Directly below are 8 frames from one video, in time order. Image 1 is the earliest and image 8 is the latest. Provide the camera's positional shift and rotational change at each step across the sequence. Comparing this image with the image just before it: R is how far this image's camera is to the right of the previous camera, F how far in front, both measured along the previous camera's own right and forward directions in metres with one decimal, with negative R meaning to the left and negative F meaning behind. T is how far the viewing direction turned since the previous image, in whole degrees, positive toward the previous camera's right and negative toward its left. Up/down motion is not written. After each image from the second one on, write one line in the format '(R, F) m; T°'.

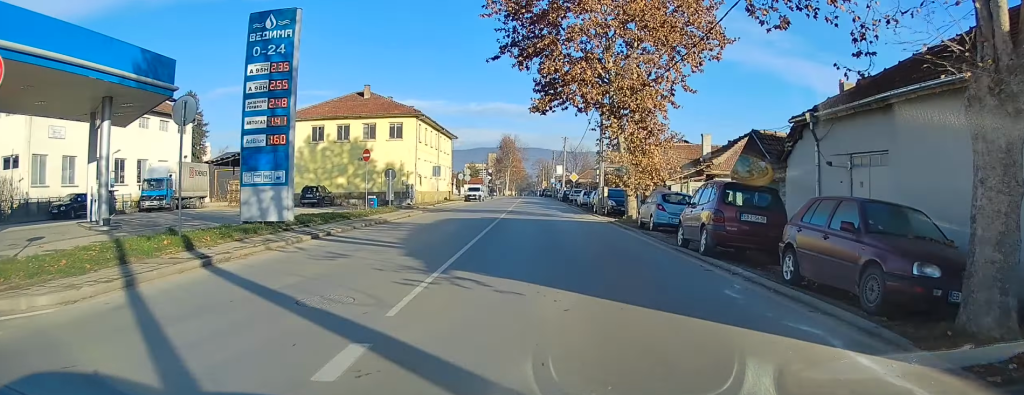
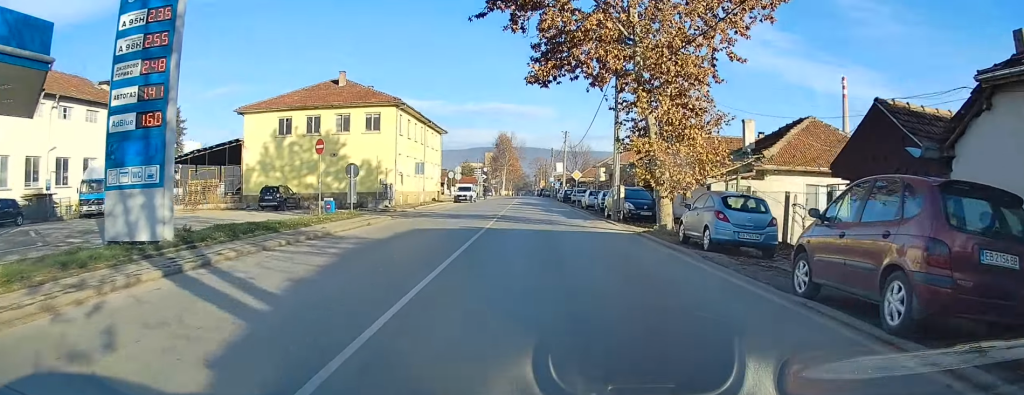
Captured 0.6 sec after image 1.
(0.0, +7.3) m; 0°
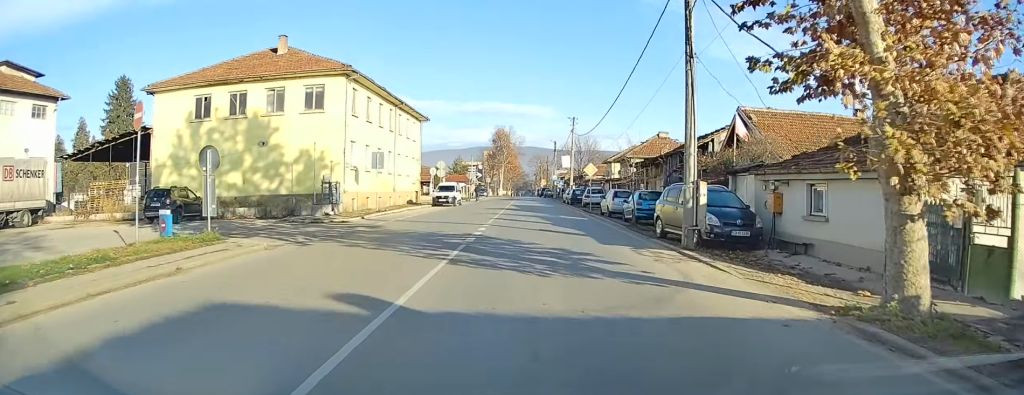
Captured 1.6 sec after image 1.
(-0.1, +13.1) m; 0°
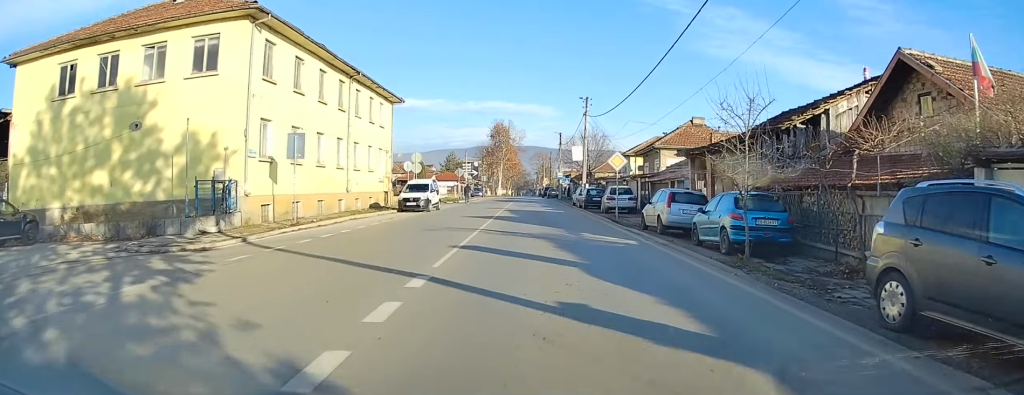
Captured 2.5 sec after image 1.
(0.0, +12.7) m; +1°
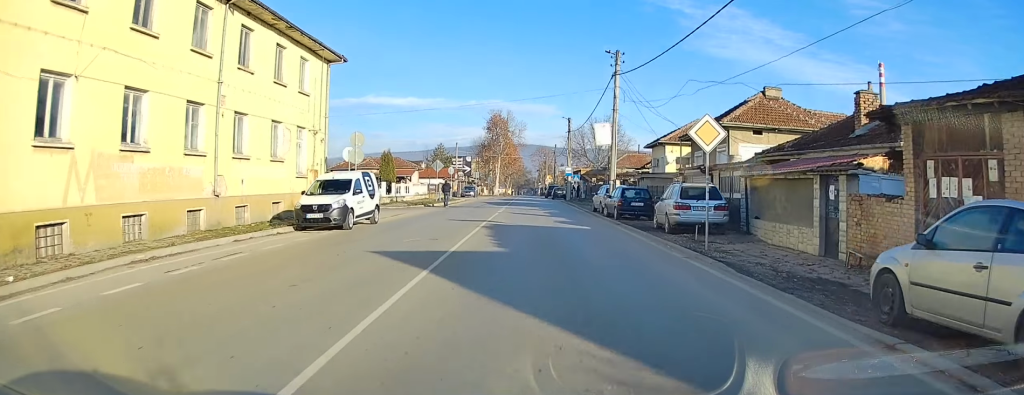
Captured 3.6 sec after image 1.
(+0.1, +15.8) m; 0°
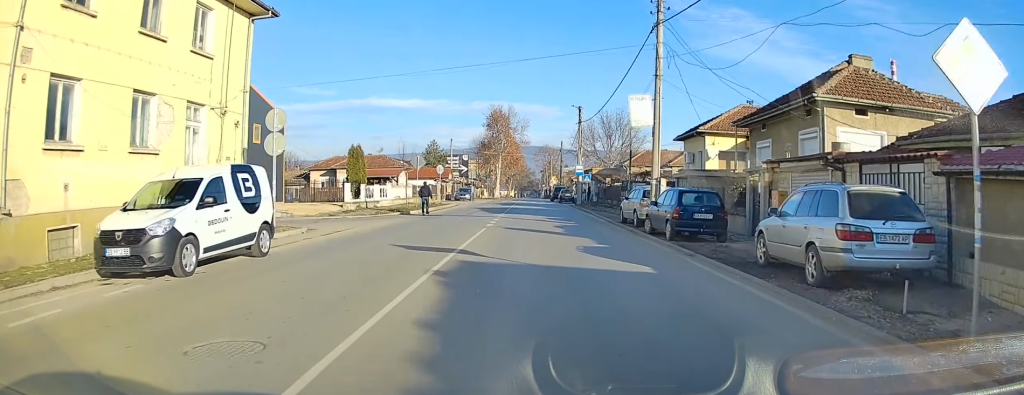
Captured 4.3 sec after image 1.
(-0.1, +9.8) m; -1°
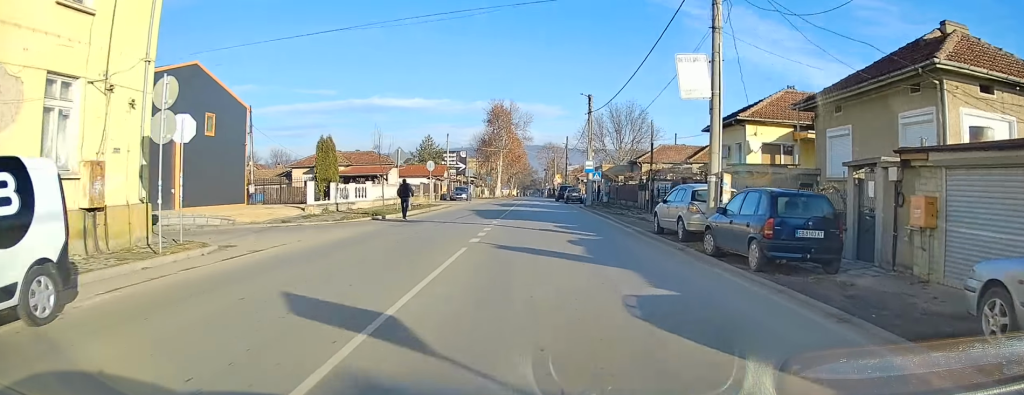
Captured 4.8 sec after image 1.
(0.0, +6.6) m; 0°
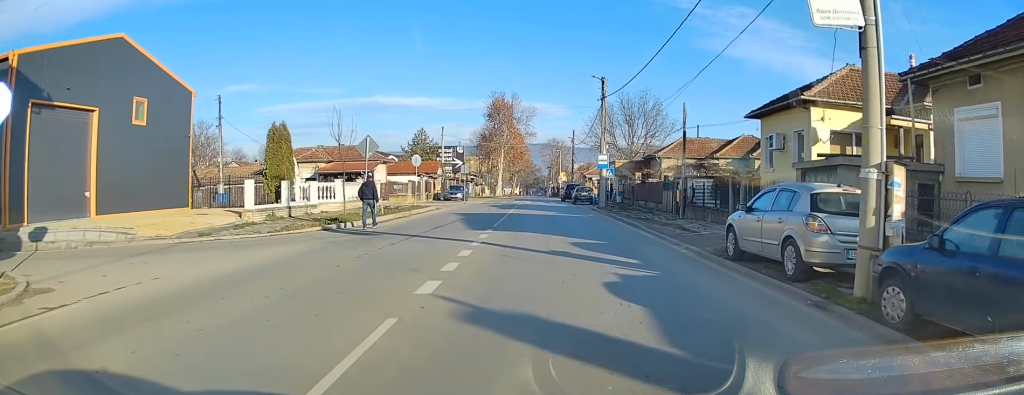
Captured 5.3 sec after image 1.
(0.0, +7.1) m; 0°
